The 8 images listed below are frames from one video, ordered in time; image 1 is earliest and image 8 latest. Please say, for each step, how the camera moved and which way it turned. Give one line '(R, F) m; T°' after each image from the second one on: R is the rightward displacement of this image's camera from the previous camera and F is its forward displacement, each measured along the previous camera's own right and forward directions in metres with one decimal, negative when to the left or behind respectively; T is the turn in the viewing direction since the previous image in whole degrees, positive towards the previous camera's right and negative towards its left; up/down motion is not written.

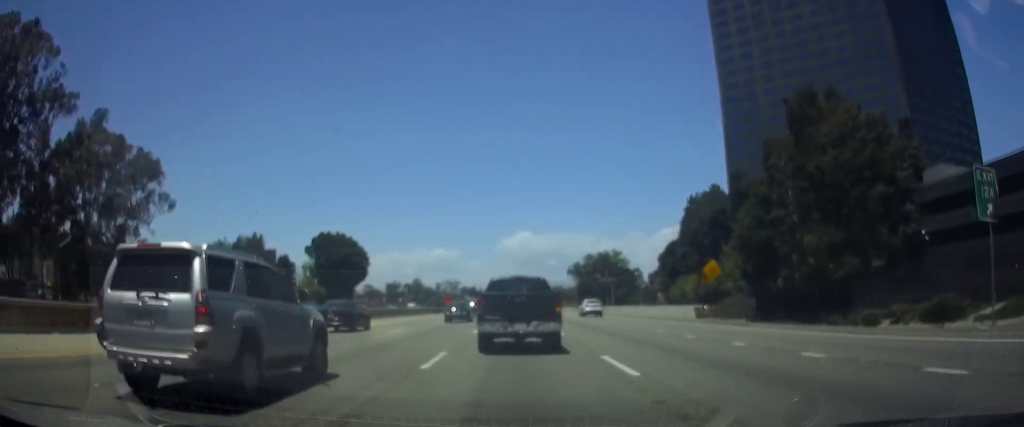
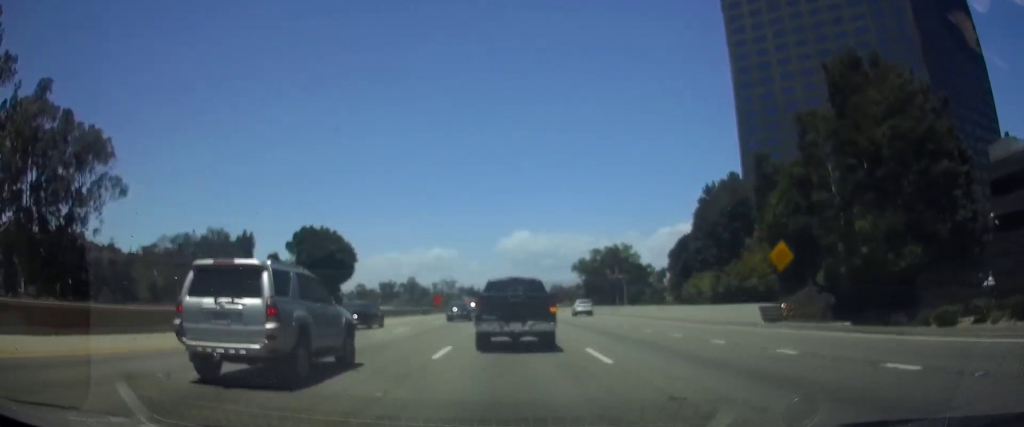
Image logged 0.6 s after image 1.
(-0.1, +12.3) m; 0°
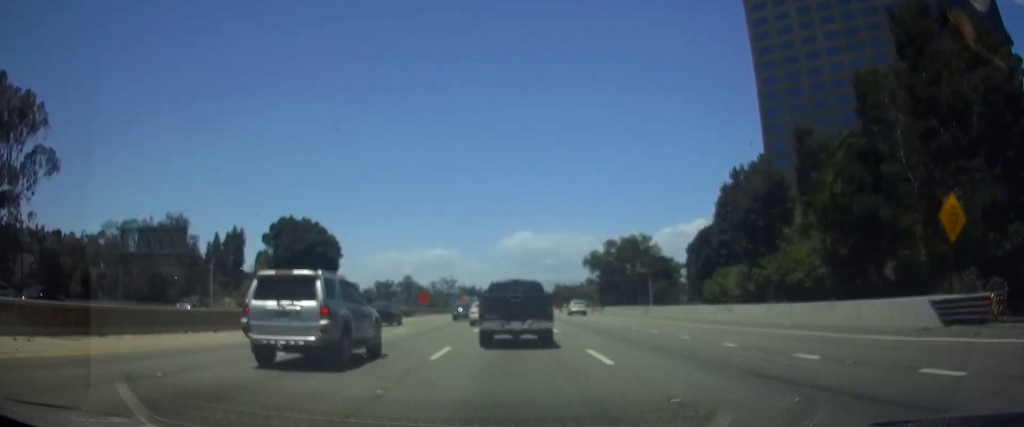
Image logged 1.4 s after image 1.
(0.0, +14.9) m; 0°
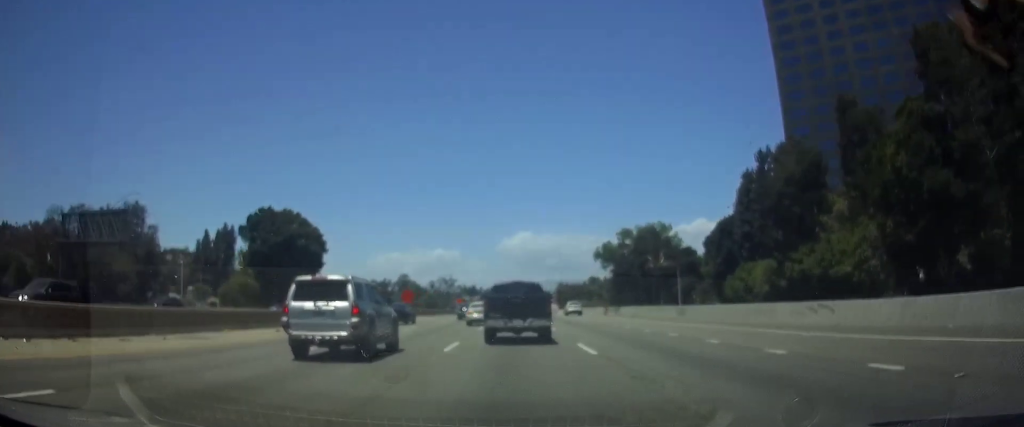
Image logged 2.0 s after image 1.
(+0.1, +12.3) m; 0°
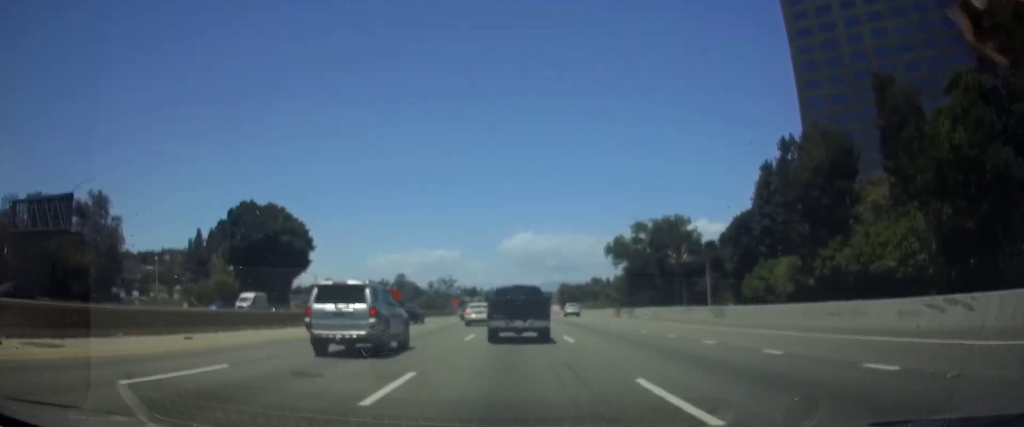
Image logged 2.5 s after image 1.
(0.0, +9.1) m; 0°
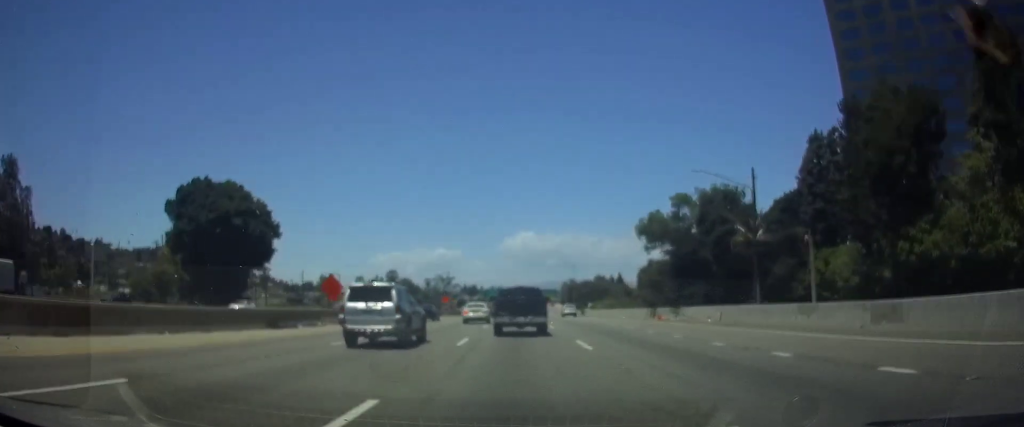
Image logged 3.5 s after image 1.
(-0.1, +18.9) m; 0°
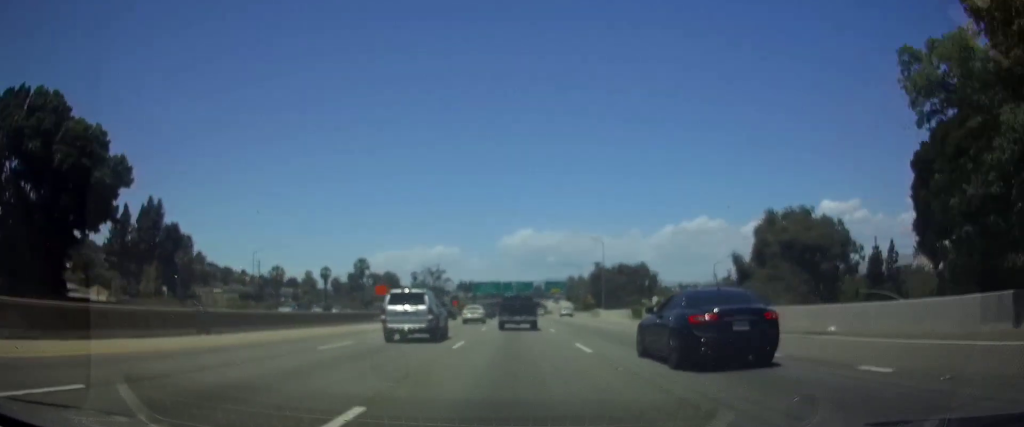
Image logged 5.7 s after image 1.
(+0.1, +44.9) m; 0°
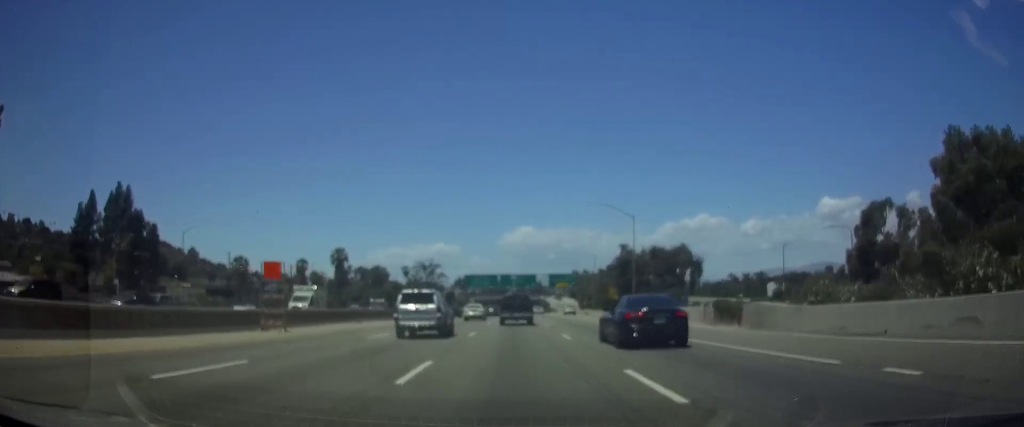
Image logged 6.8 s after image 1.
(+0.1, +23.6) m; 0°
